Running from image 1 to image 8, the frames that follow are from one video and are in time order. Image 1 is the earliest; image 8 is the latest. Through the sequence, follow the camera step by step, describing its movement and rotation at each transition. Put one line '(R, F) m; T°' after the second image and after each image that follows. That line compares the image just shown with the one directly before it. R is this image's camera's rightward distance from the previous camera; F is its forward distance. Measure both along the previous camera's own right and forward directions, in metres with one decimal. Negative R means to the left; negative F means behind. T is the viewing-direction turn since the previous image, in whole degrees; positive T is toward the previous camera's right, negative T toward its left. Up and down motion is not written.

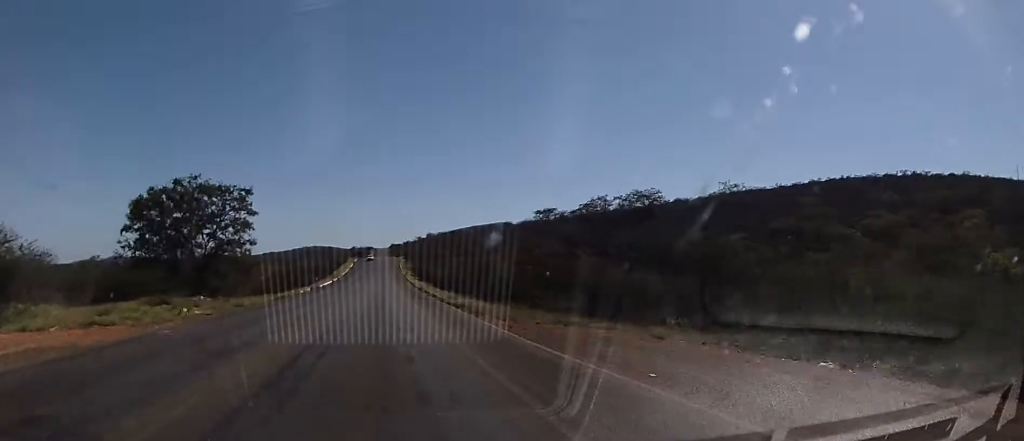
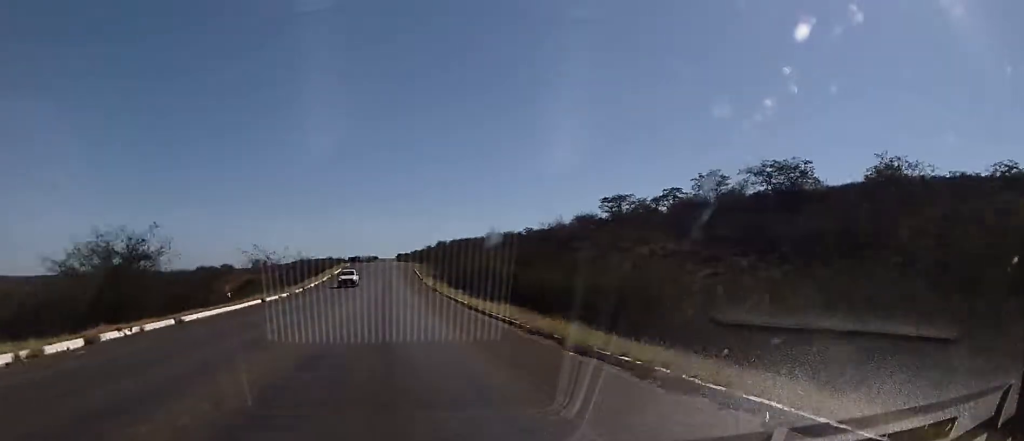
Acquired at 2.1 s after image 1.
(-0.9, +61.1) m; 0°
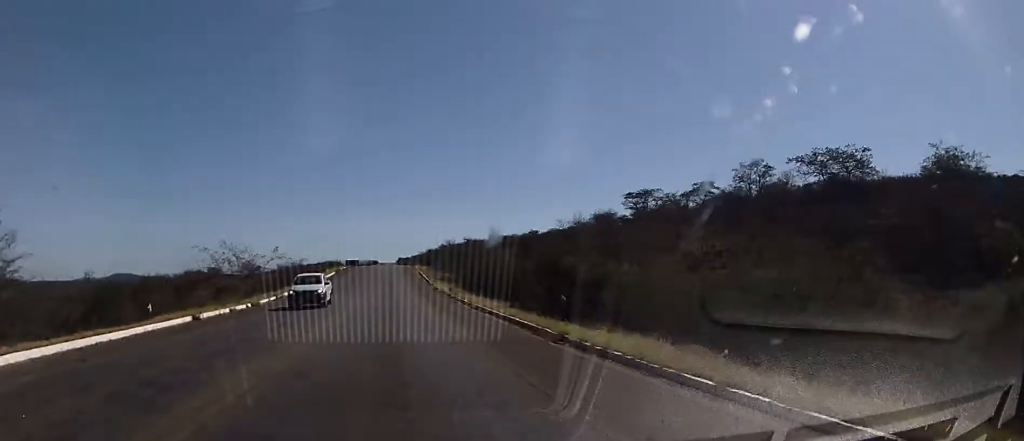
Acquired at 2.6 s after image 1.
(+0.1, +15.1) m; 0°
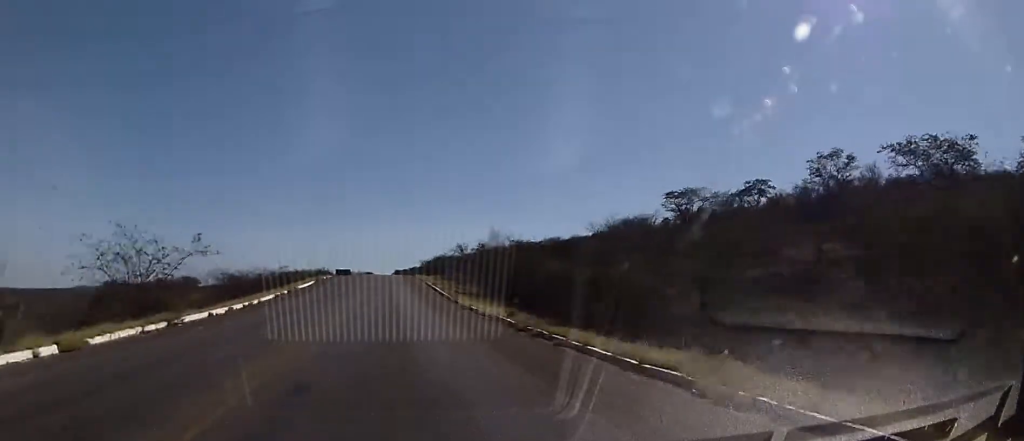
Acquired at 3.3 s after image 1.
(0.0, +22.2) m; 0°
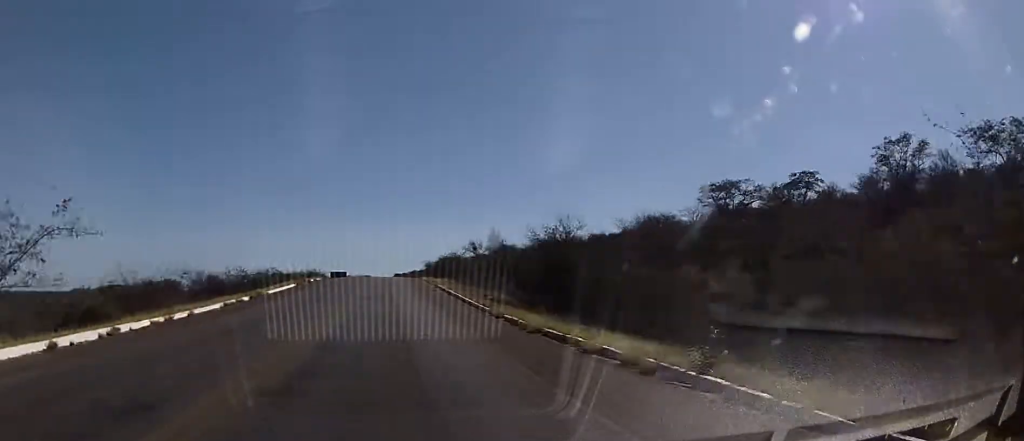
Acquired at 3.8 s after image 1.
(0.0, +14.2) m; 0°
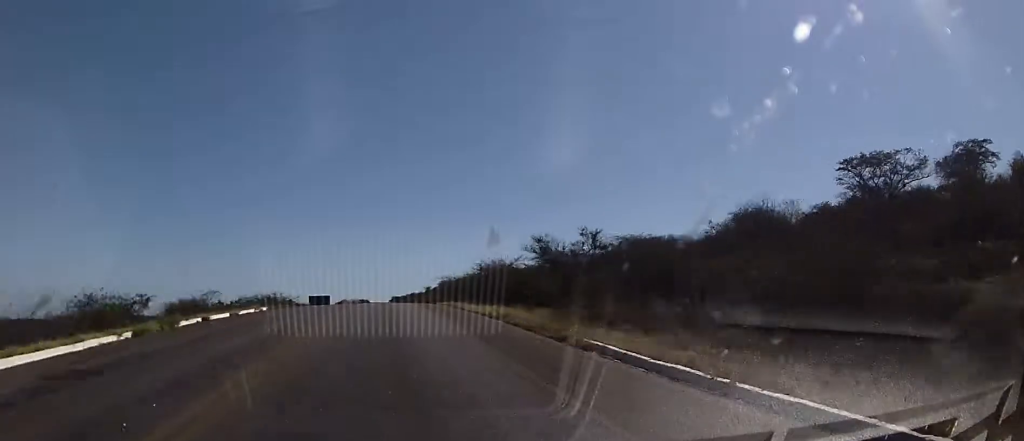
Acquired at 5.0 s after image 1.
(+0.1, +37.0) m; 0°
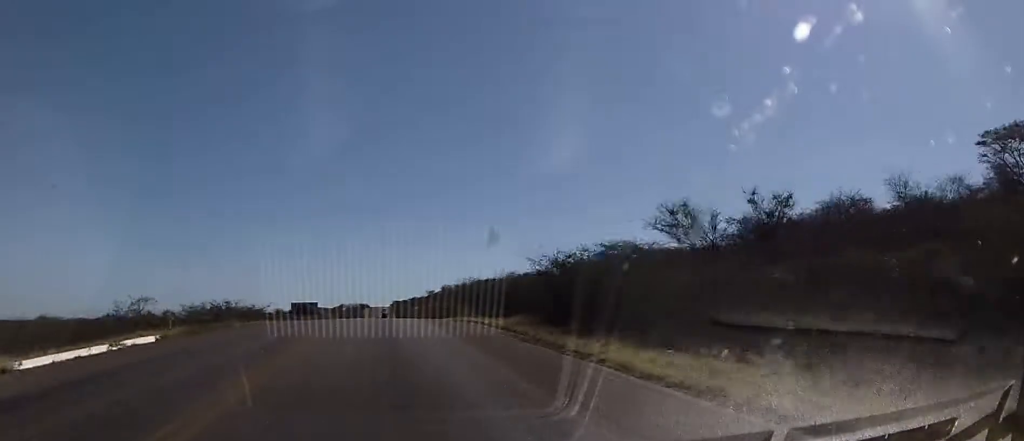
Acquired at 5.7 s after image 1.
(0.0, +21.8) m; 0°
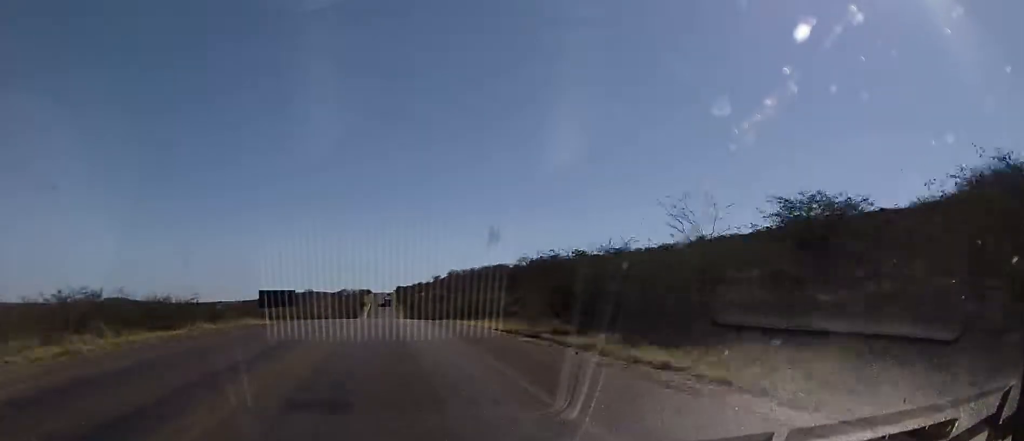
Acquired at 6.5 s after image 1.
(-0.1, +24.7) m; 0°
